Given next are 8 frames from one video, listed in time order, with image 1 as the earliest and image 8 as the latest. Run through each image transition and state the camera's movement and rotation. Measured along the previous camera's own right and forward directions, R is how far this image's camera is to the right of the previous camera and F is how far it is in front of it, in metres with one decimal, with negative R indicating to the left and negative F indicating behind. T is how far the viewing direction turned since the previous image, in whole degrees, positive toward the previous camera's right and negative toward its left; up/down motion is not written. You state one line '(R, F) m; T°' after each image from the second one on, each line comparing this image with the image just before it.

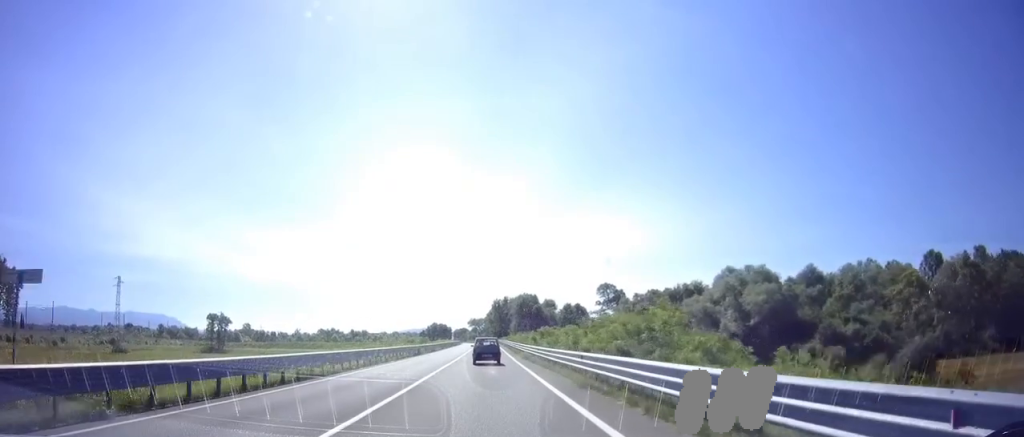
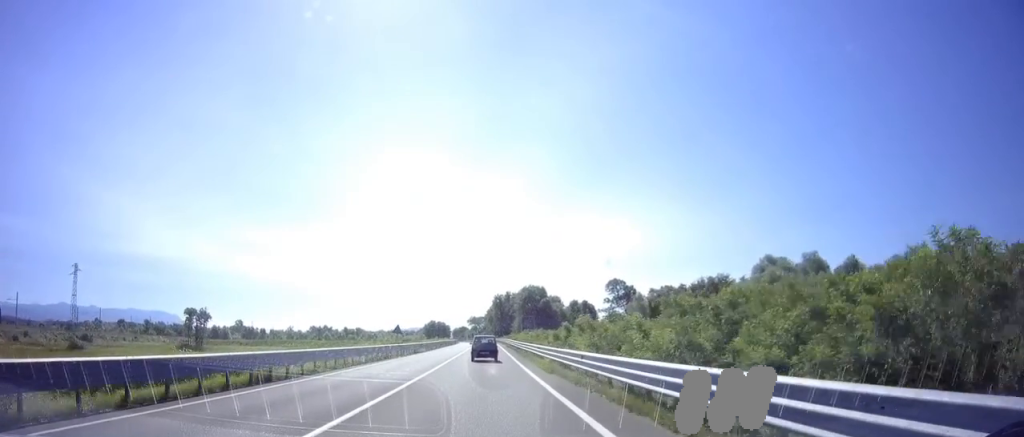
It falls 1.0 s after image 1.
(0.0, +15.4) m; 0°
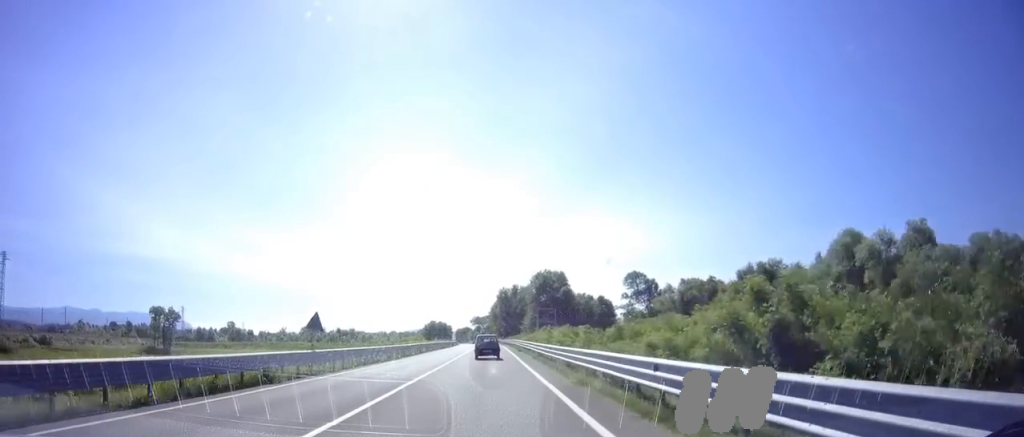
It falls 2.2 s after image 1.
(-0.1, +19.7) m; -2°
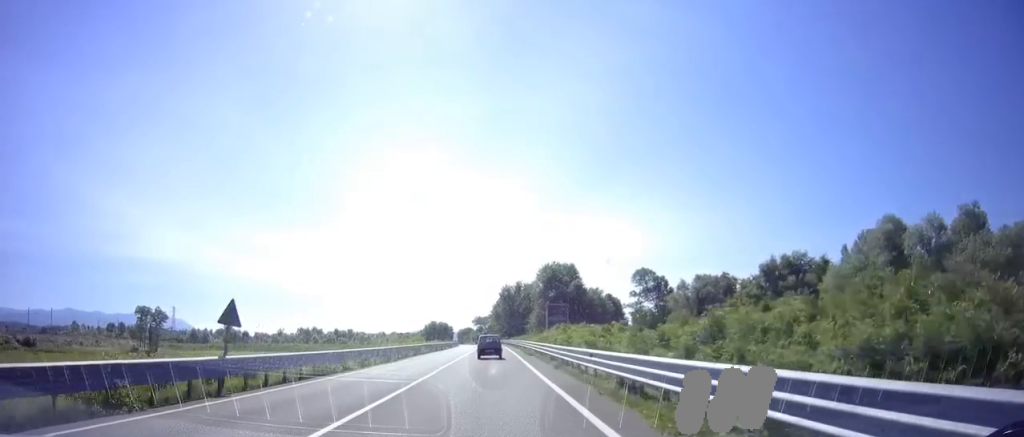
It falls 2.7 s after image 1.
(-0.2, +7.5) m; 0°
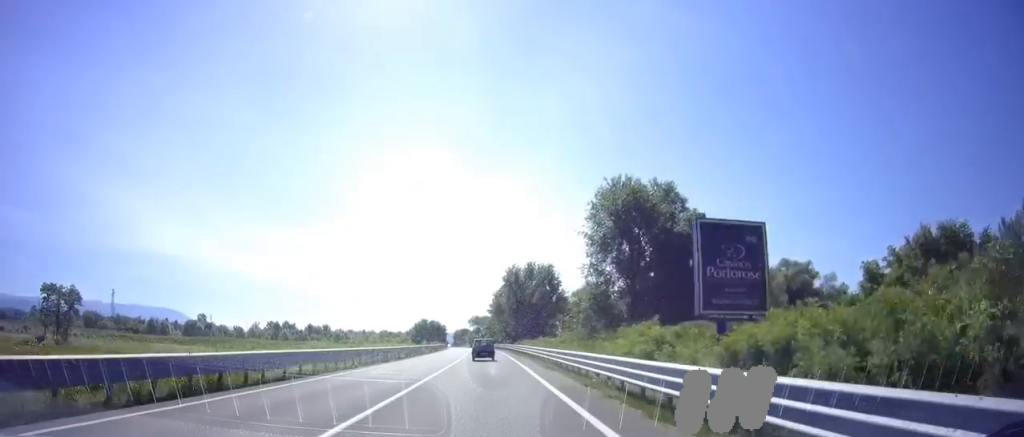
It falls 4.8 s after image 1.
(+0.2, +35.2) m; +1°
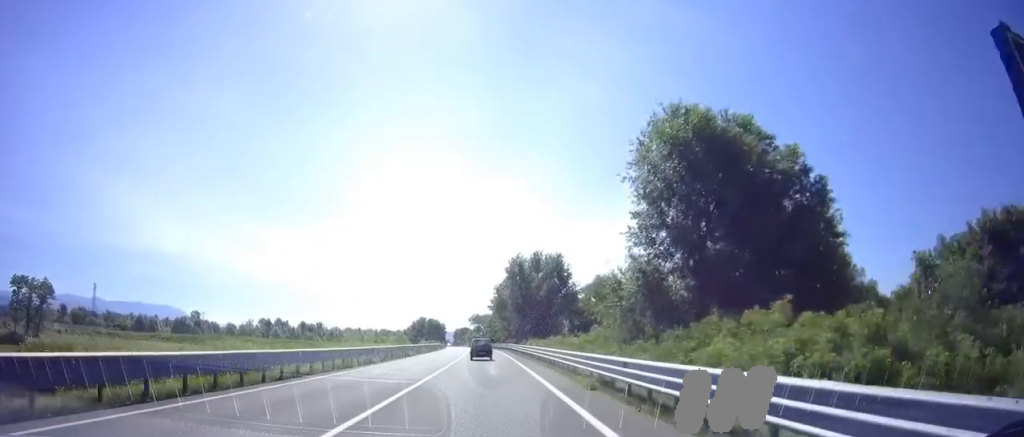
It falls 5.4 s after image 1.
(0.0, +9.4) m; 0°
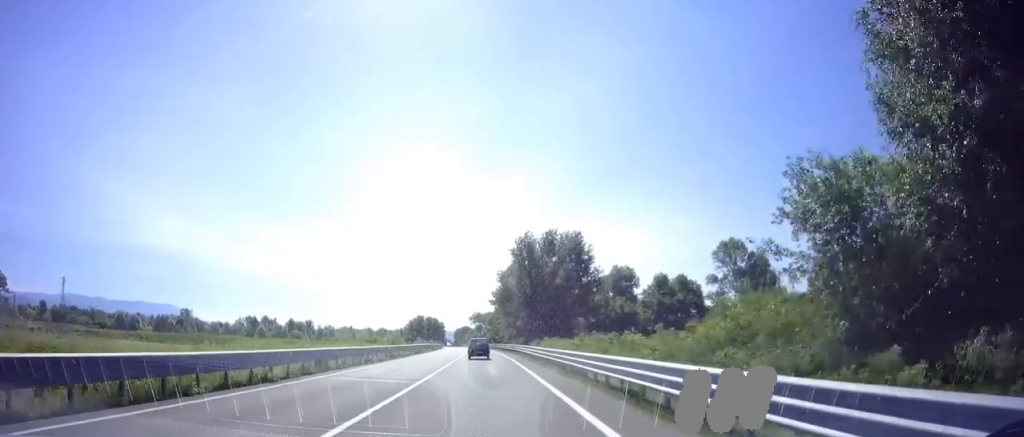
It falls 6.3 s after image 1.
(+0.3, +14.6) m; -1°
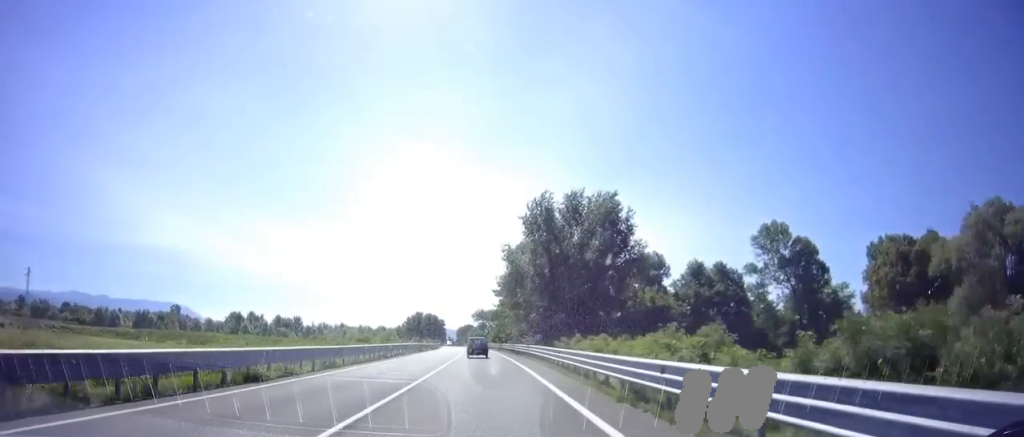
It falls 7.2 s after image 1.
(-0.5, +15.8) m; -2°
